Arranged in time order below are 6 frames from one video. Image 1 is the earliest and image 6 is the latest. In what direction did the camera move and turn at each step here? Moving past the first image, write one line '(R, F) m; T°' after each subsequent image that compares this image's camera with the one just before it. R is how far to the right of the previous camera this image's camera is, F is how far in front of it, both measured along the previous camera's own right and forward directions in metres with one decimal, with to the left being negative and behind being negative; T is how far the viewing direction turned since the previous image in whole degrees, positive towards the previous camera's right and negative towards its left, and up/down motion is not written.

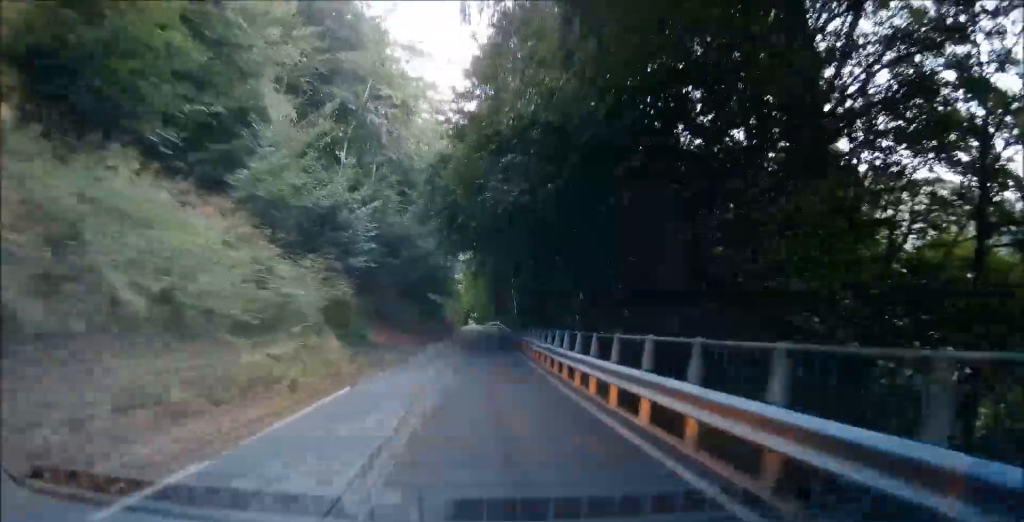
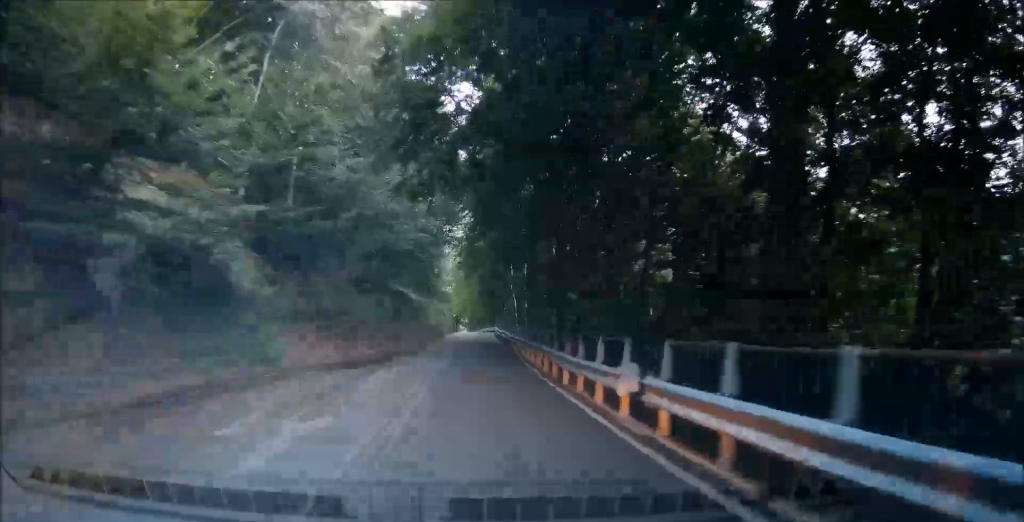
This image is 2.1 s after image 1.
(-0.1, +14.4) m; -1°
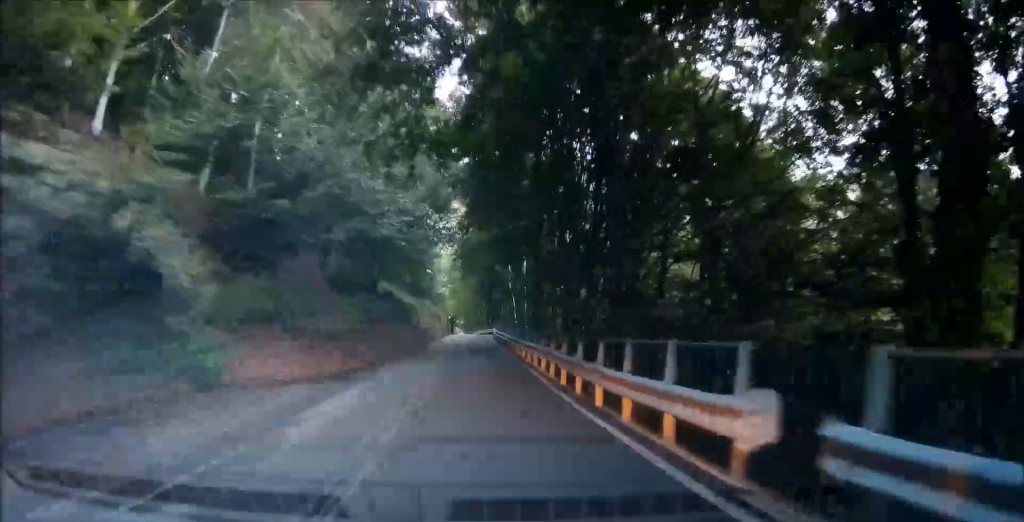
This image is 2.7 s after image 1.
(0.0, +4.3) m; +2°
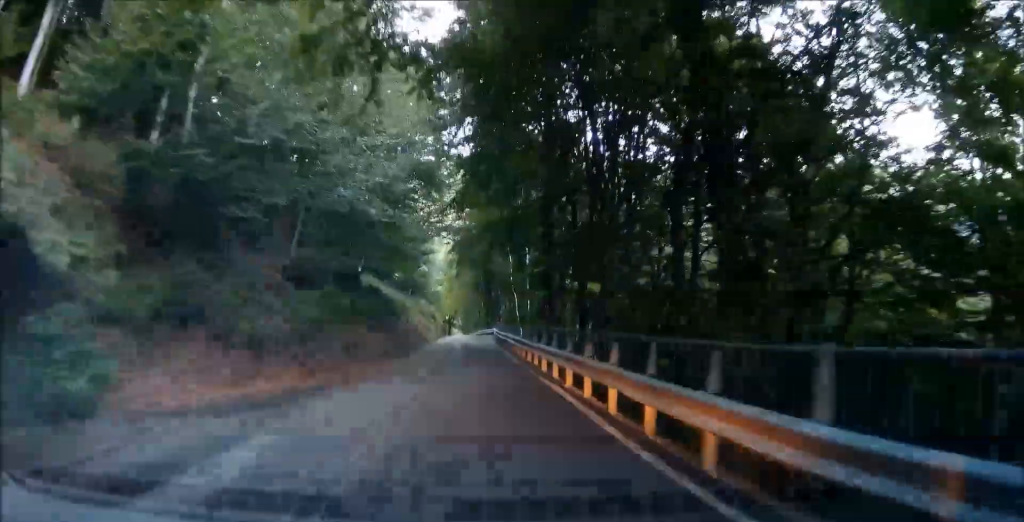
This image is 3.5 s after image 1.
(-0.1, +5.4) m; +6°
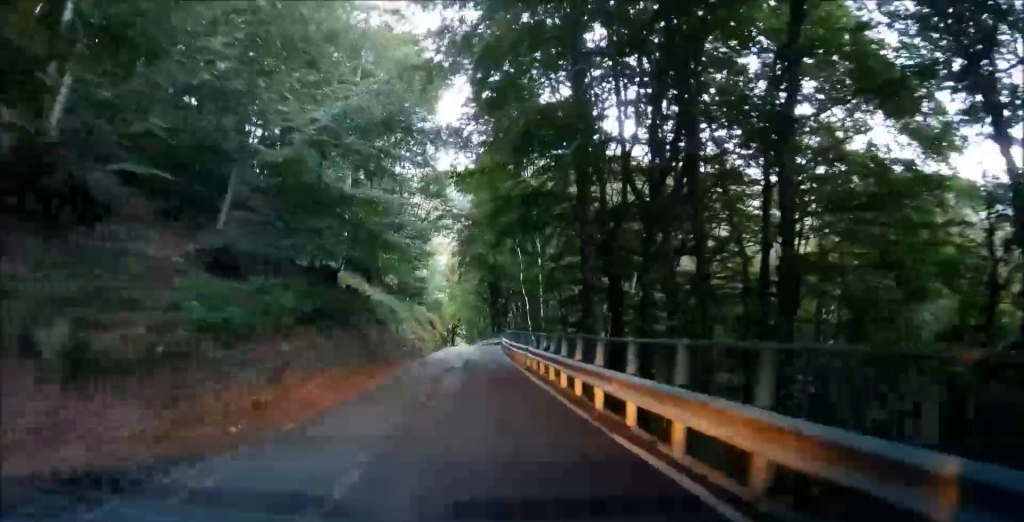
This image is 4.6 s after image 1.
(+0.9, +6.9) m; +8°
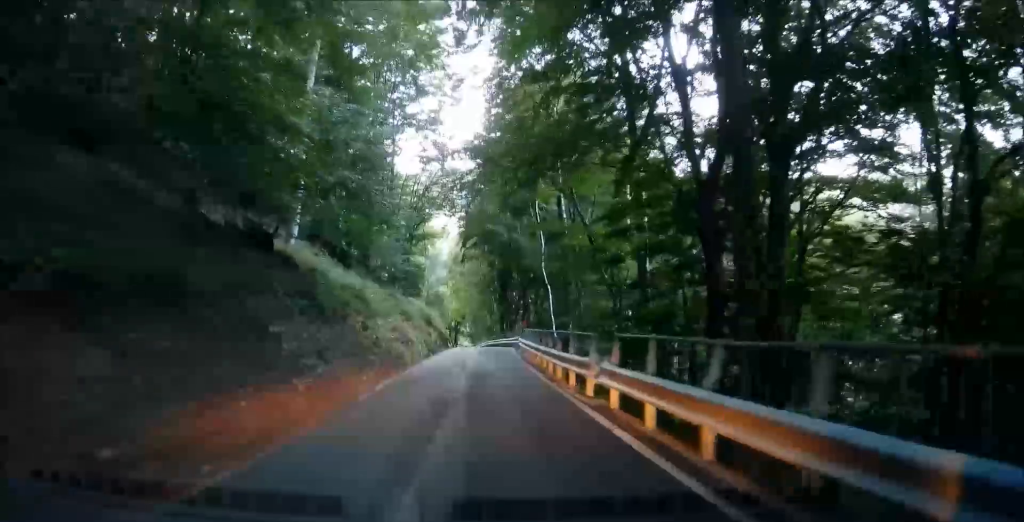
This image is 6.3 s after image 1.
(-0.3, +10.8) m; -2°
